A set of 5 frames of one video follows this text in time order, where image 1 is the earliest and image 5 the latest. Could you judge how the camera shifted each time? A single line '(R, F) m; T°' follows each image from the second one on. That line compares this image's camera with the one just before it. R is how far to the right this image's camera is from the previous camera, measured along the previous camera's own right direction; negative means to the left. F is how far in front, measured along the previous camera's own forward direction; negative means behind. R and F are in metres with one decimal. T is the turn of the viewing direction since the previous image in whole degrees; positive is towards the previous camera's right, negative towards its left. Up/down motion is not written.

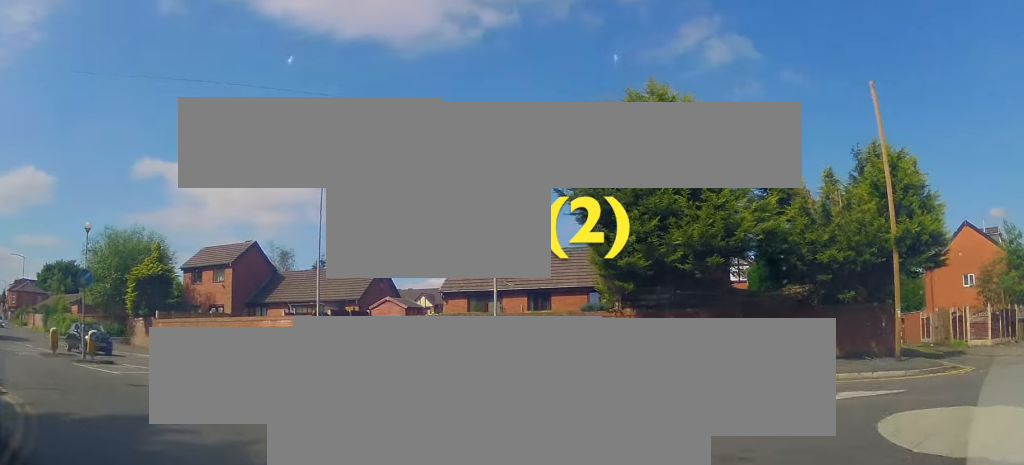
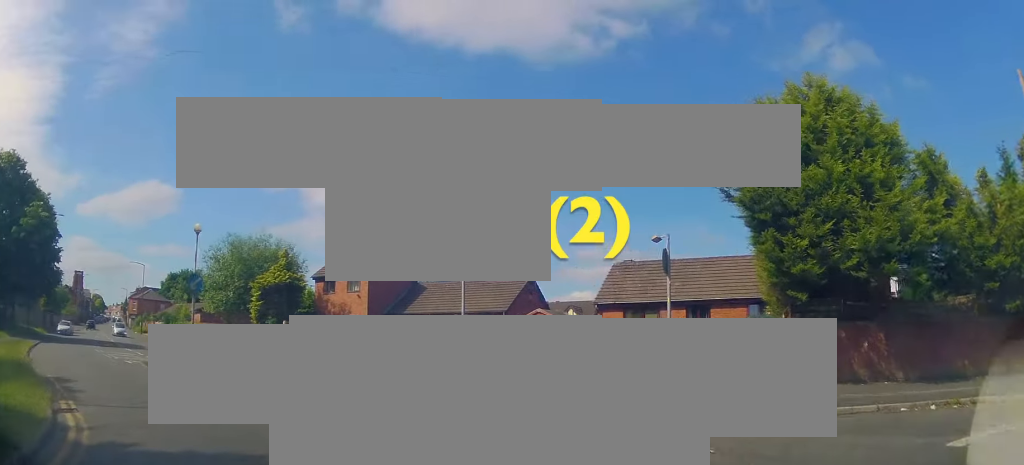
(-0.1, +1.7) m; -8°
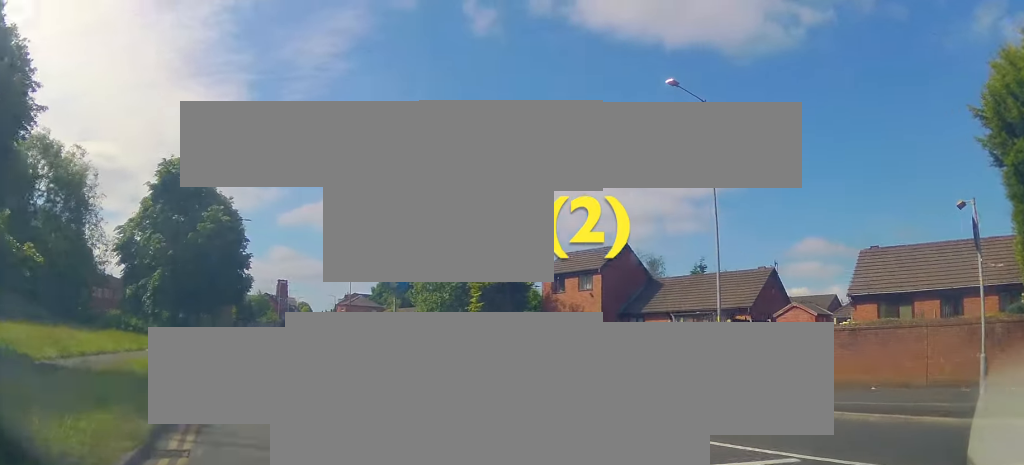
(-0.2, +2.9) m; -20°
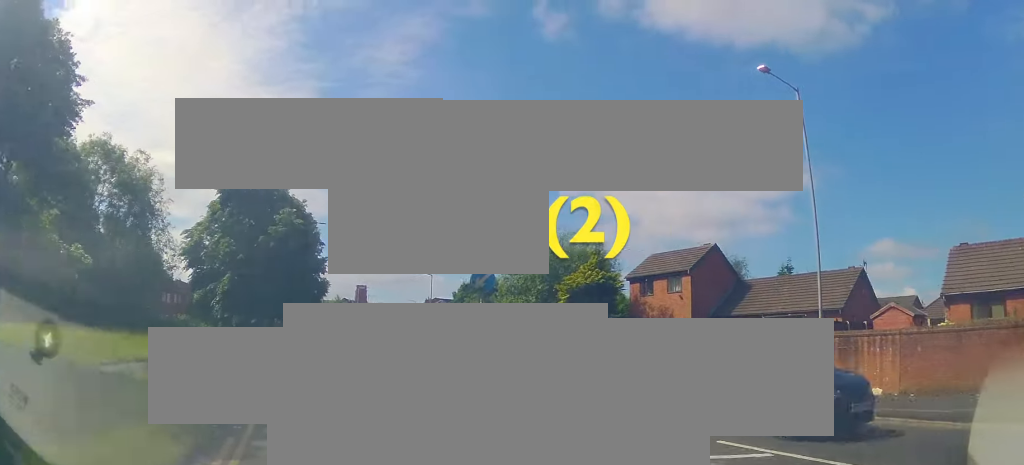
(-0.2, +1.2) m; -6°
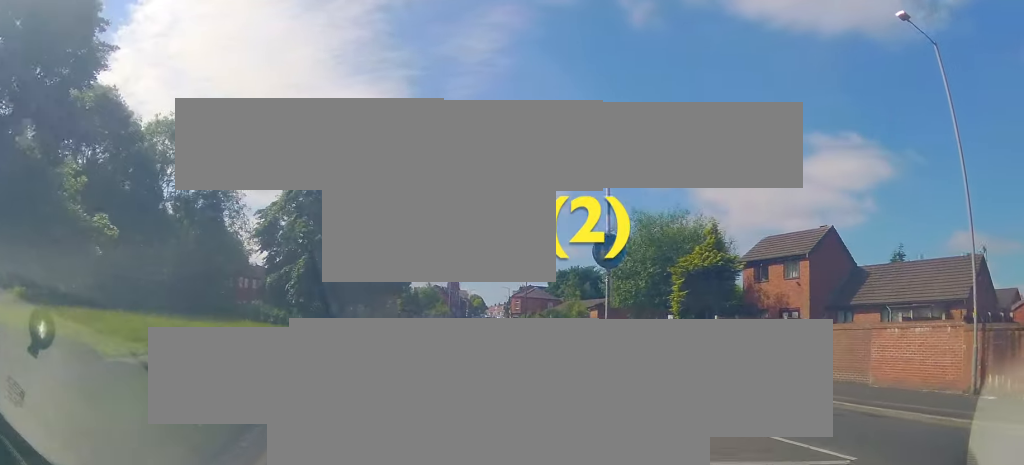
(-0.4, +2.8) m; -10°
